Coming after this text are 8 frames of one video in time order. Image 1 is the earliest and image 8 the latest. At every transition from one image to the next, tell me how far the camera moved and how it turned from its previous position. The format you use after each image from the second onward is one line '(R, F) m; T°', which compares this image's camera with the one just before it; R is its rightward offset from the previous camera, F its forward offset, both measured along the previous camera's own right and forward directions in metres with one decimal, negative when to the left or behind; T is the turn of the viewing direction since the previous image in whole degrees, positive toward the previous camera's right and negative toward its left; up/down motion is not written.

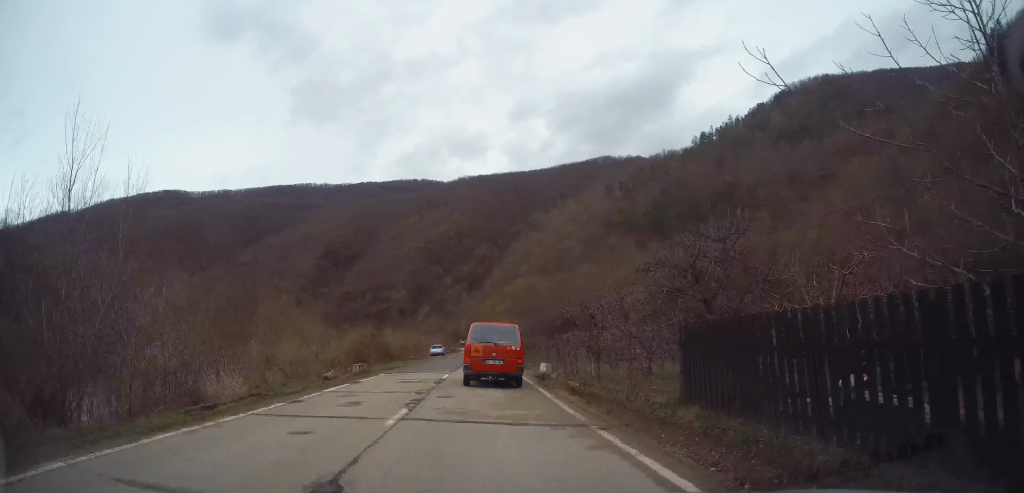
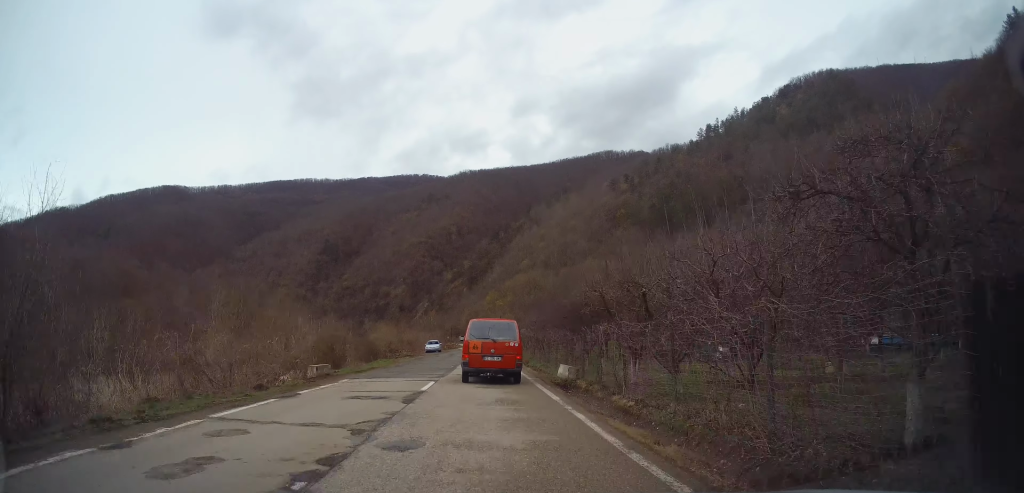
(0.0, +6.8) m; +1°
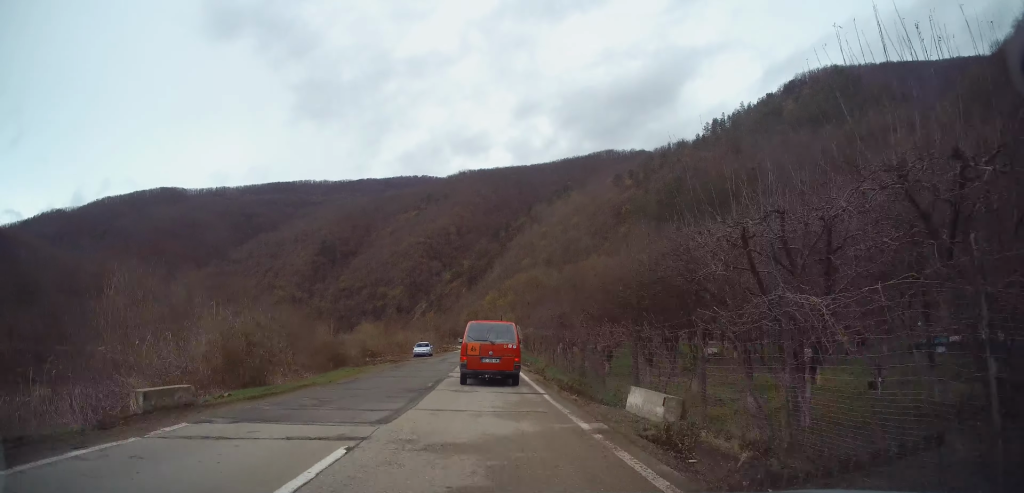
(0.0, +10.4) m; +1°
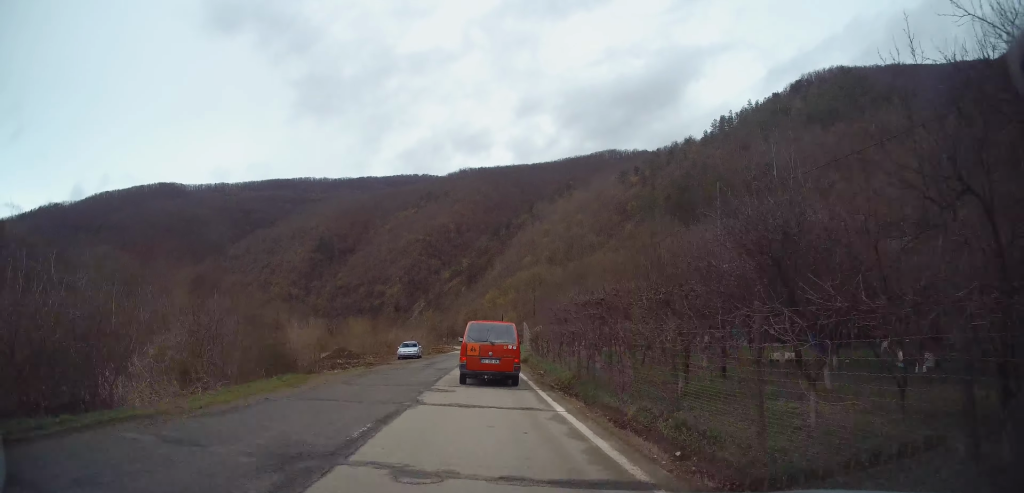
(+0.3, +9.0) m; 0°
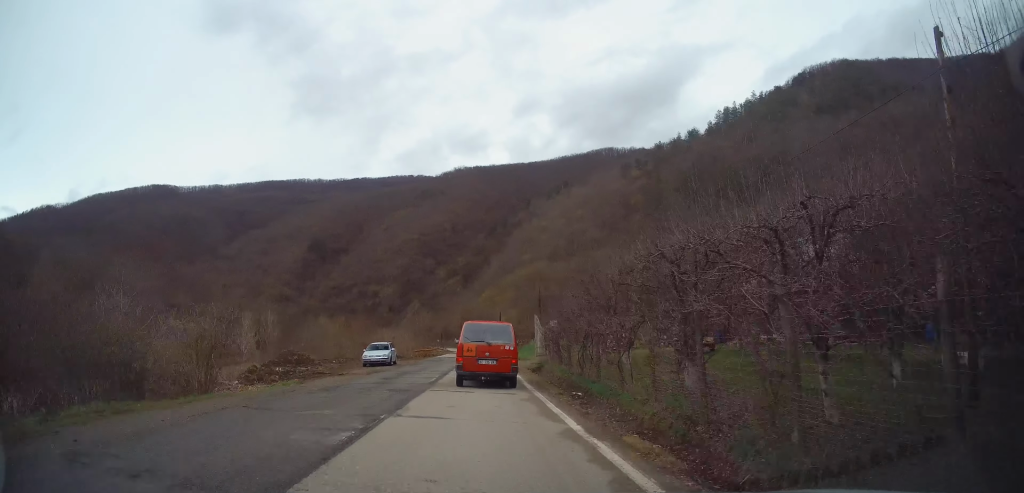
(-0.3, +11.3) m; 0°
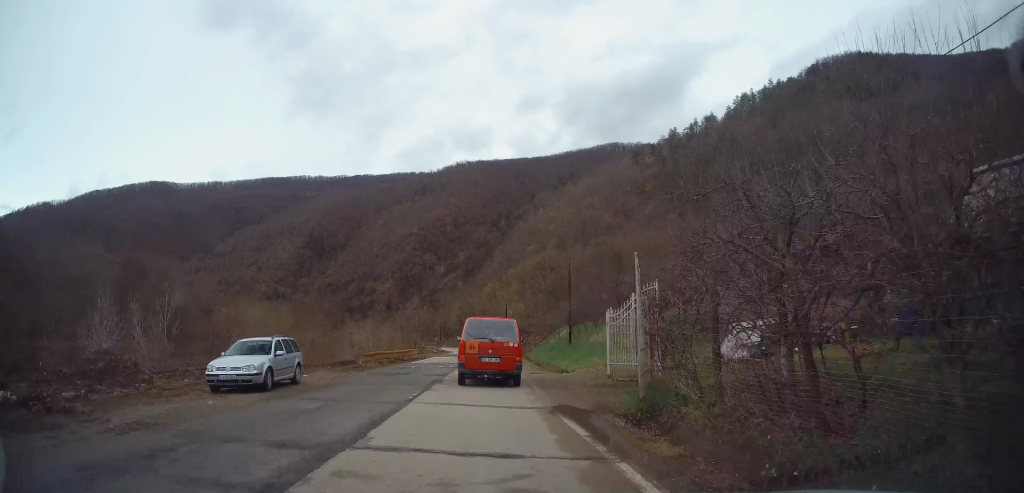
(+0.3, +18.4) m; 0°
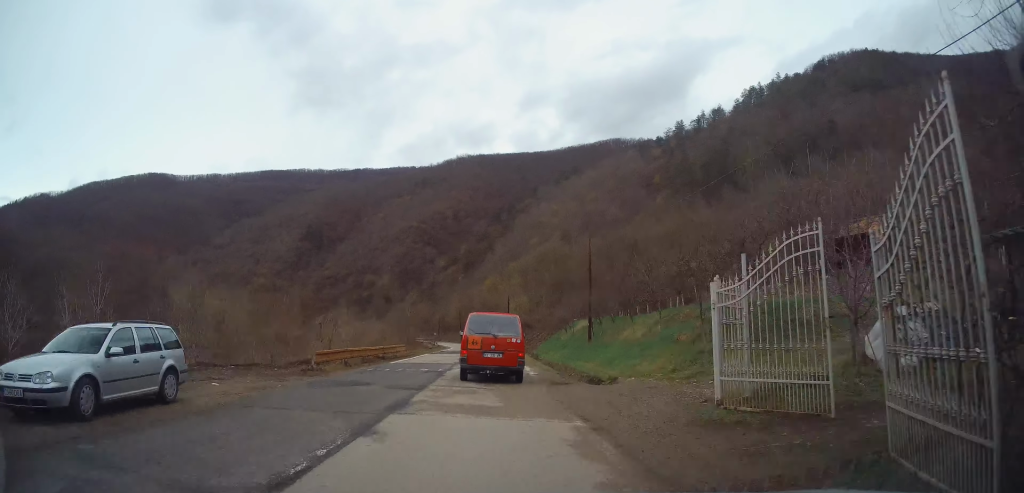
(-0.2, +7.1) m; 0°
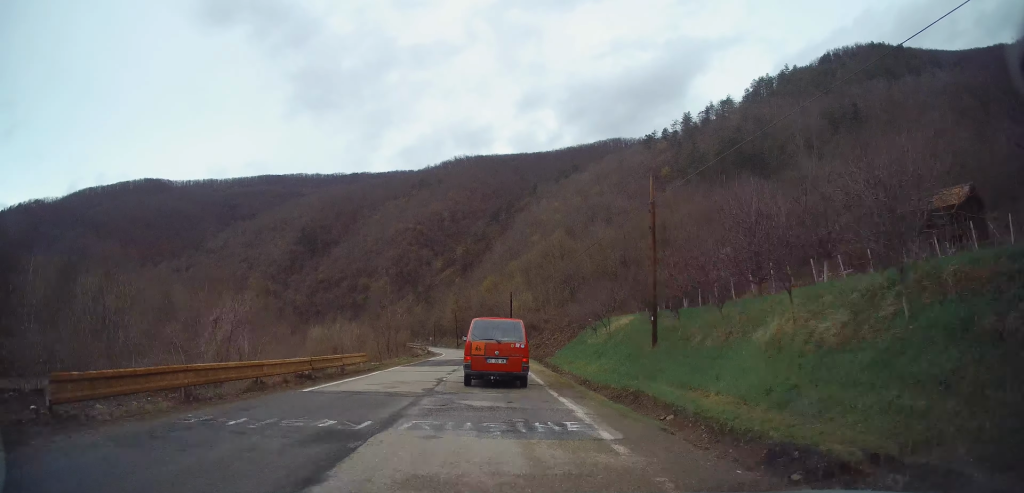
(0.0, +12.2) m; 0°
